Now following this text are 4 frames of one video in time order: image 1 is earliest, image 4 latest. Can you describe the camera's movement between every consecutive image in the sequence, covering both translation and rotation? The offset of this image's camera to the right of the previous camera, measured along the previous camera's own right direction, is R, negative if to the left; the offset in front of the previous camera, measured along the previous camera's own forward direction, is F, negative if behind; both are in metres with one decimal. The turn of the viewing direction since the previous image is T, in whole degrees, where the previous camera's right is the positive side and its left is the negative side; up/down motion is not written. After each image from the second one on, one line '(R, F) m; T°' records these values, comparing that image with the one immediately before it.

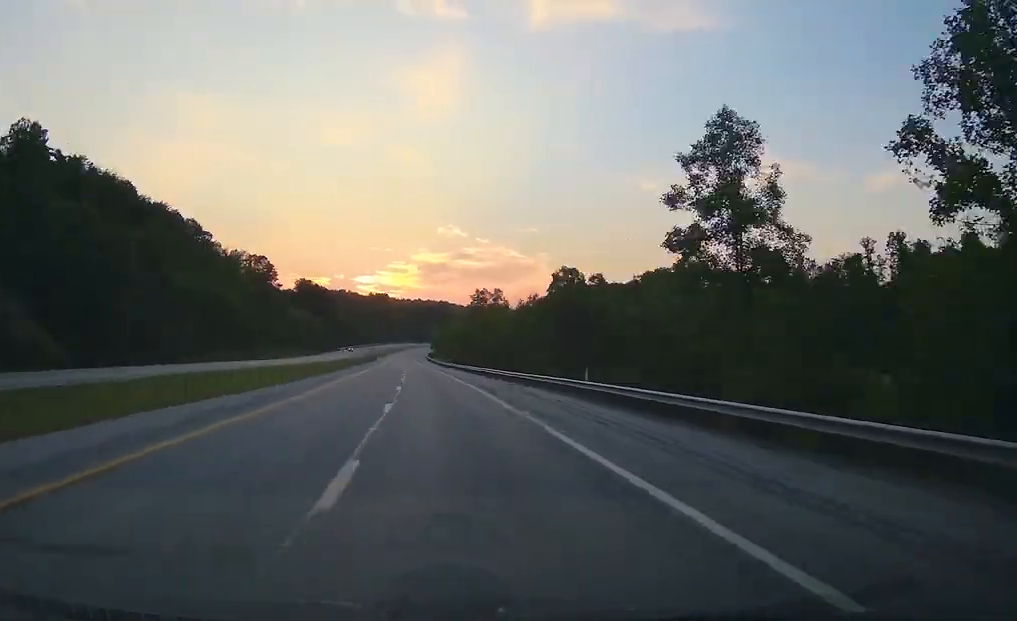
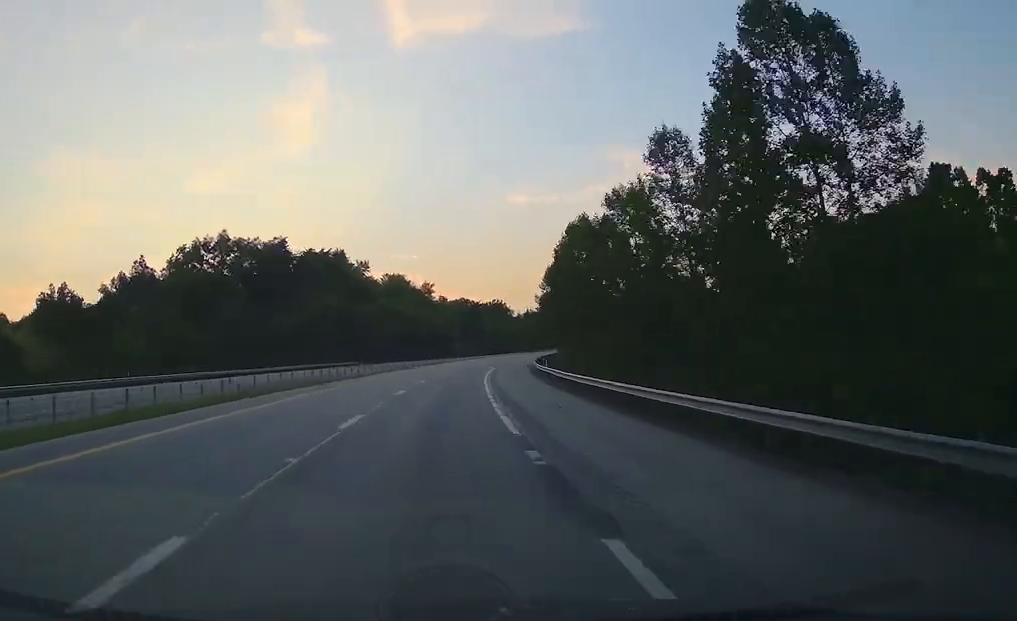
(+13.1, +367.5) m; +15°
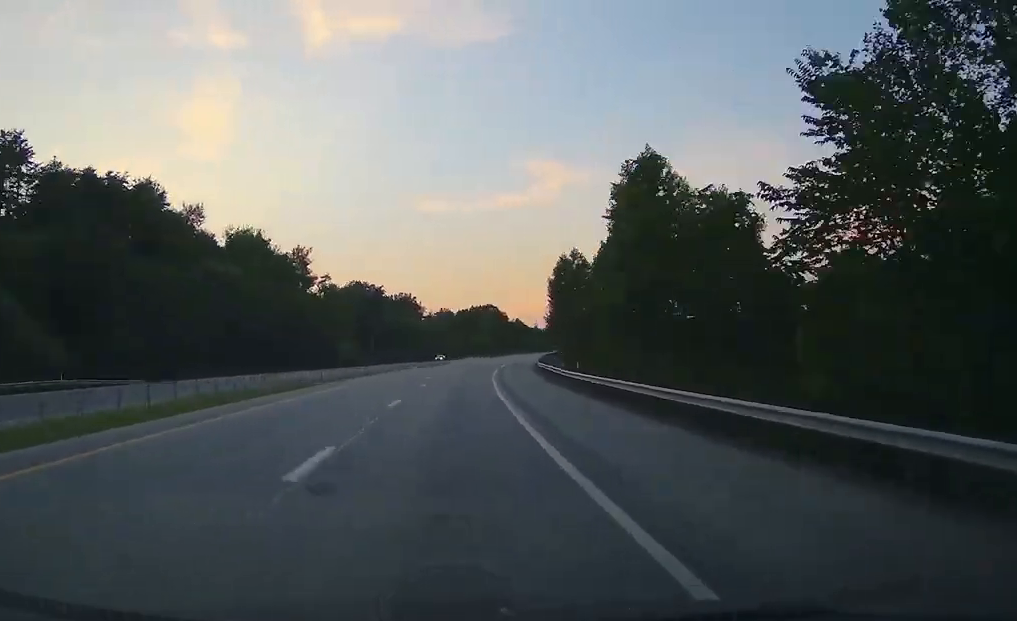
(+7.5, +81.1) m; +7°
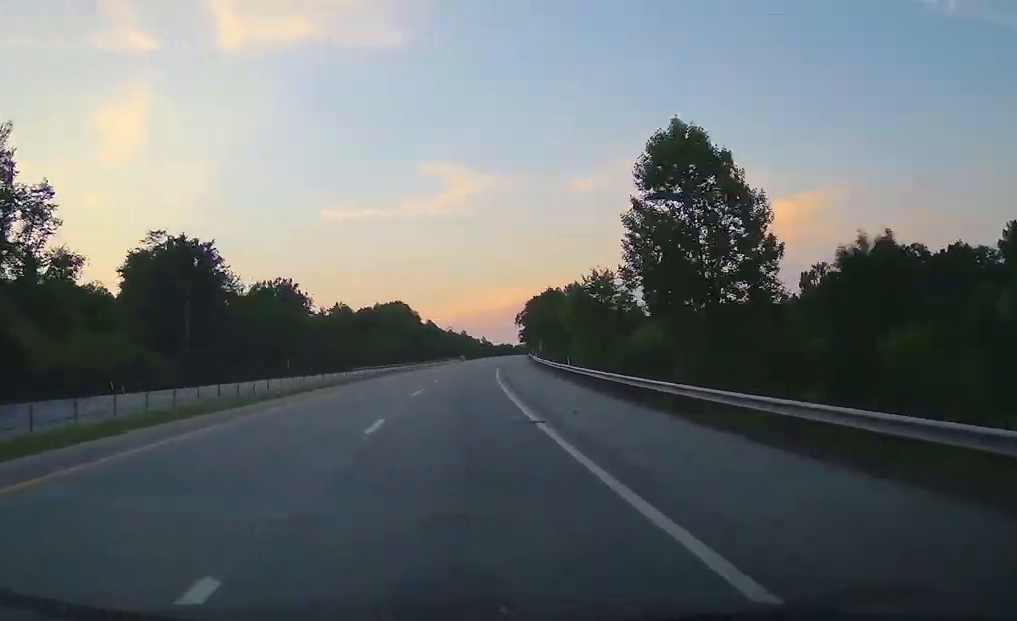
(+3.2, +82.3) m; +6°
